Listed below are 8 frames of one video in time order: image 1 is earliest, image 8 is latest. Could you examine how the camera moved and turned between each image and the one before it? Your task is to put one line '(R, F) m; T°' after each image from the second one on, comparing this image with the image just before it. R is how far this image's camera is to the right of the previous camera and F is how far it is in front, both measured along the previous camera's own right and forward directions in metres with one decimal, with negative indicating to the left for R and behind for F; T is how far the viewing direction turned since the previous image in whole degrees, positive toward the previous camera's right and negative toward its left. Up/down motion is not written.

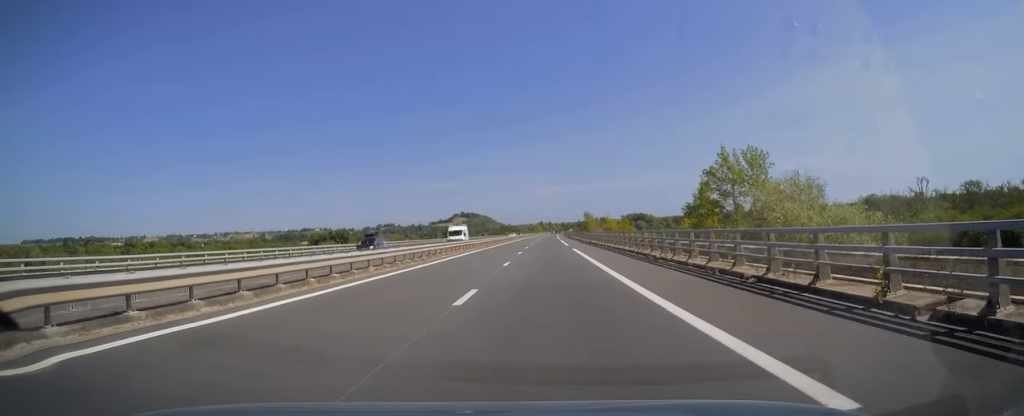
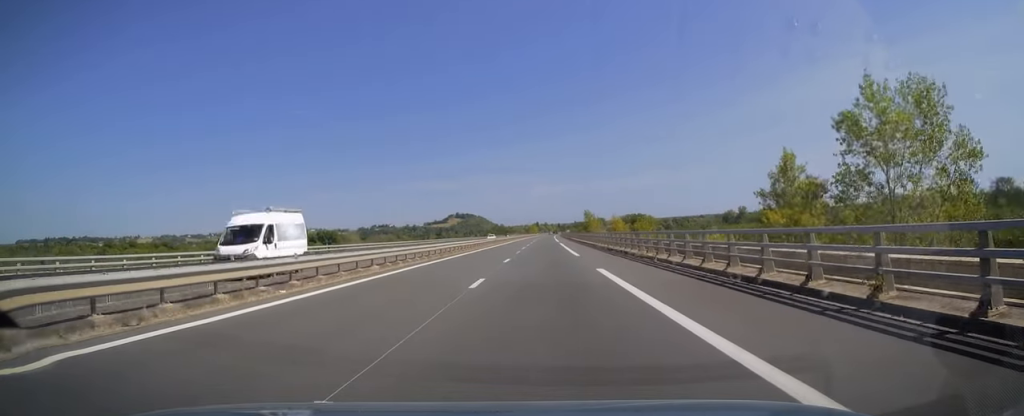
(+0.1, +22.8) m; 0°
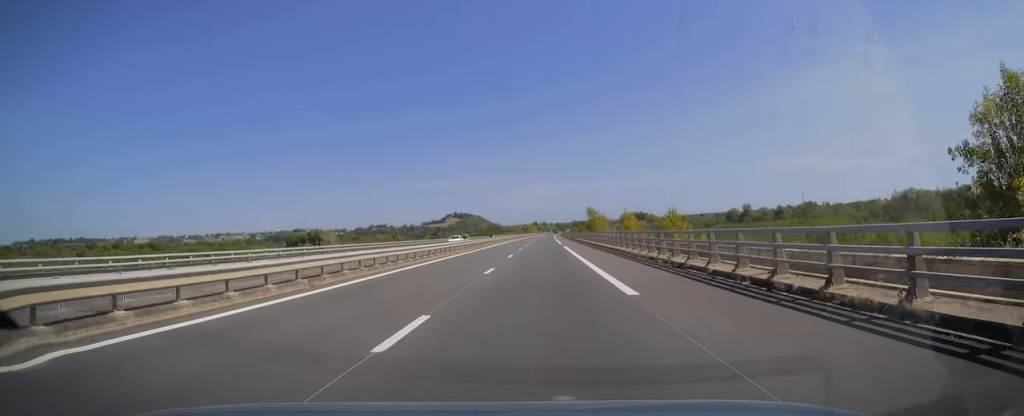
(+0.1, +21.3) m; 0°
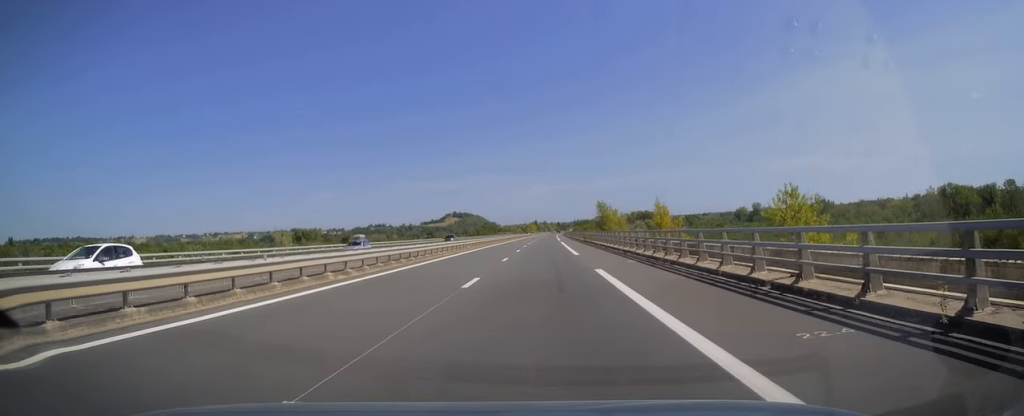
(+0.1, +31.7) m; 0°
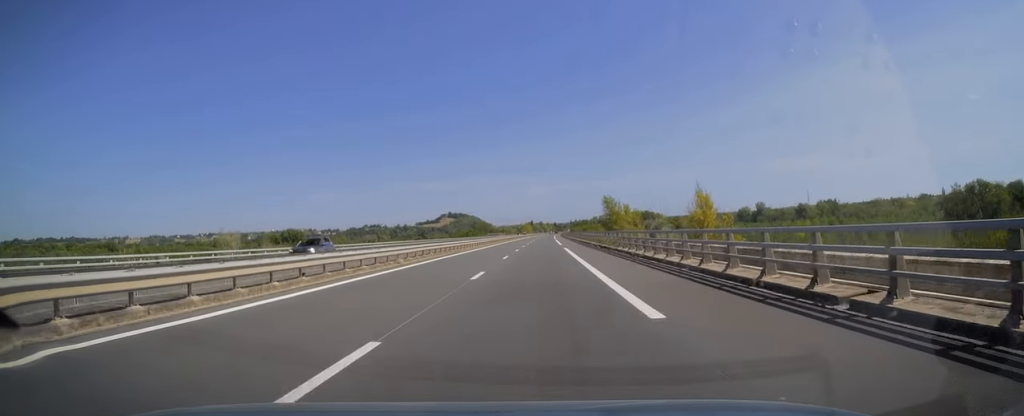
(0.0, +23.7) m; 0°
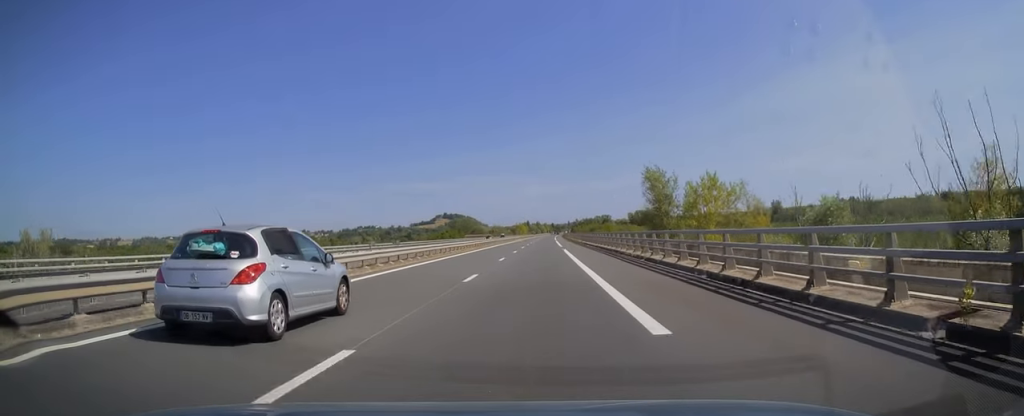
(+0.3, +53.4) m; 0°
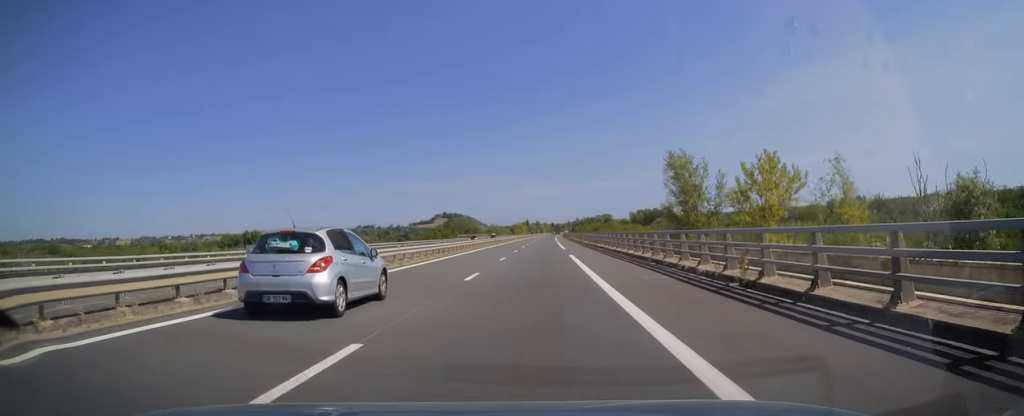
(0.0, +12.9) m; 0°
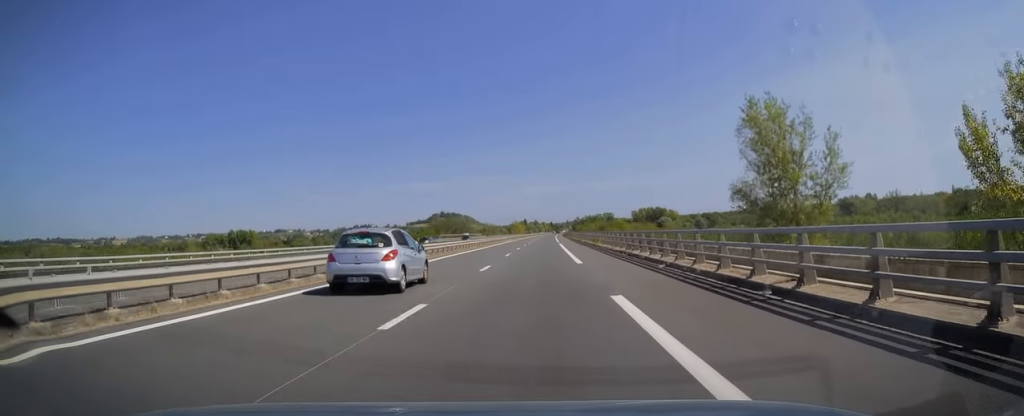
(0.0, +22.2) m; 0°
